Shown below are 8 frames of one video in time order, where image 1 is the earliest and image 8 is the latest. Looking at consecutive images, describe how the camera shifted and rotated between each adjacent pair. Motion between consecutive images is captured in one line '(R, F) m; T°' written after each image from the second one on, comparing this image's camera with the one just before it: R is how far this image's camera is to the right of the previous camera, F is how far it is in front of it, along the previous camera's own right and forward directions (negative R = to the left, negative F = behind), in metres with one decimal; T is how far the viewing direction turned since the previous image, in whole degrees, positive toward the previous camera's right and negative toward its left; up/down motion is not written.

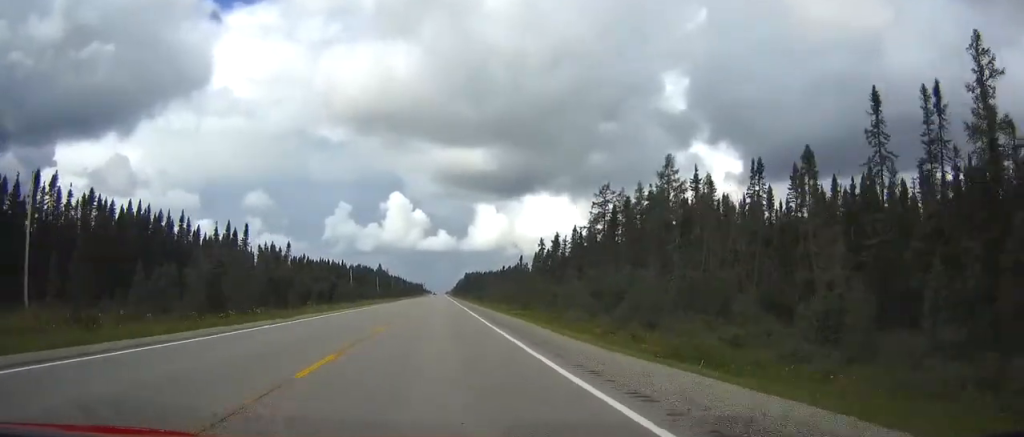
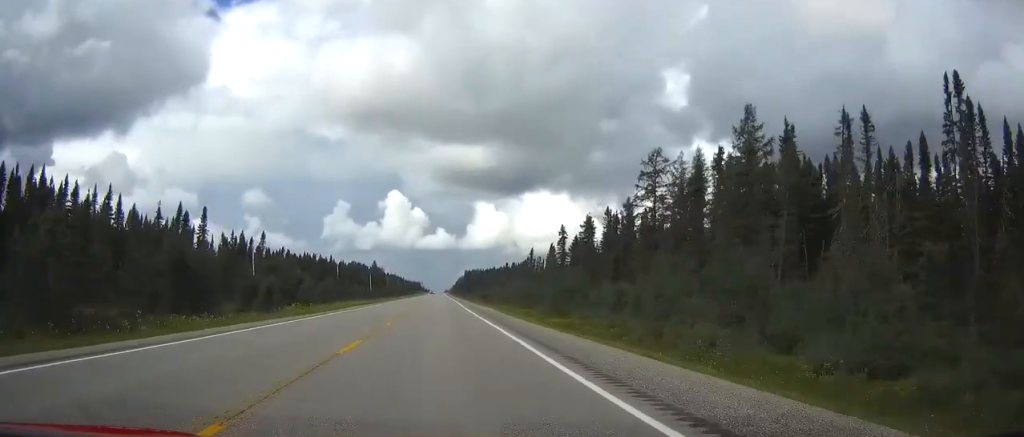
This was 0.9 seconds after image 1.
(-0.1, +25.8) m; 0°
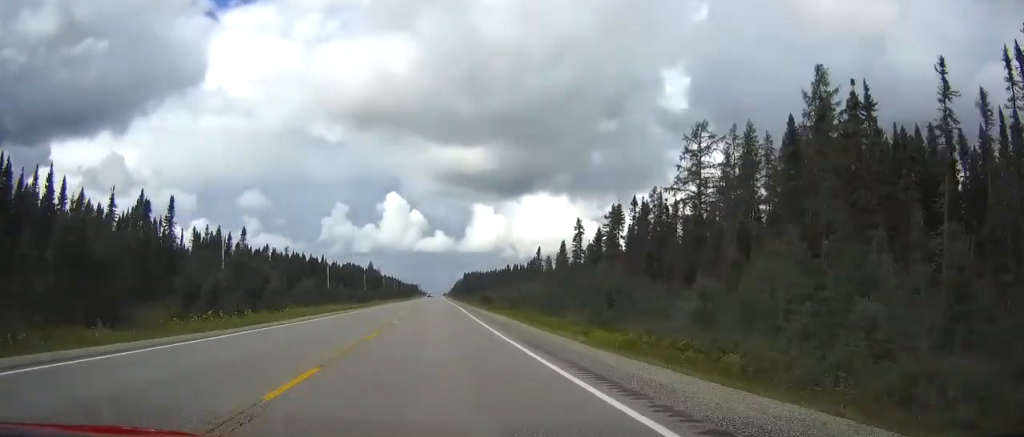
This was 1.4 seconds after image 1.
(0.0, +14.9) m; 0°
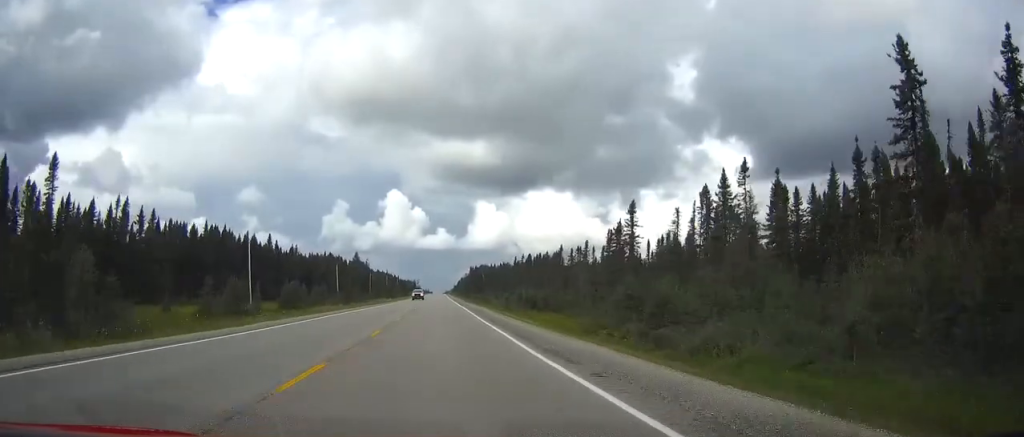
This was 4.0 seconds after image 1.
(+0.6, +77.3) m; +1°
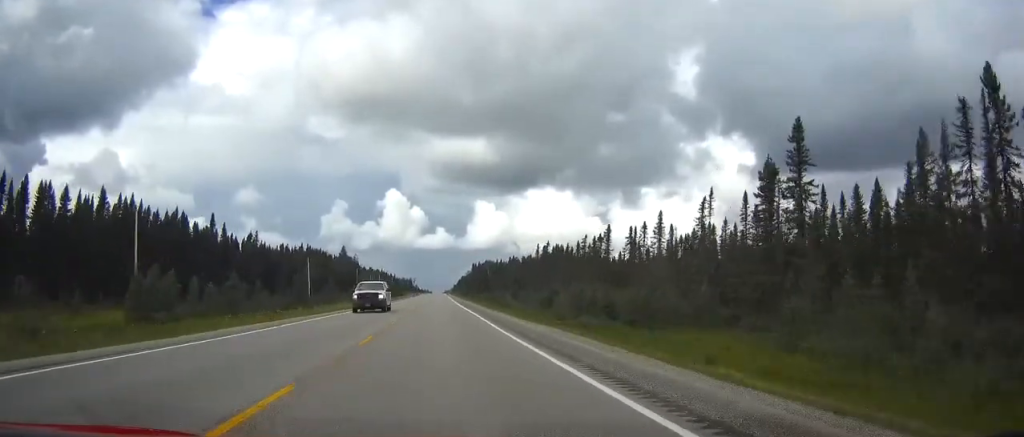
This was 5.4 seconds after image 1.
(0.0, +41.6) m; 0°
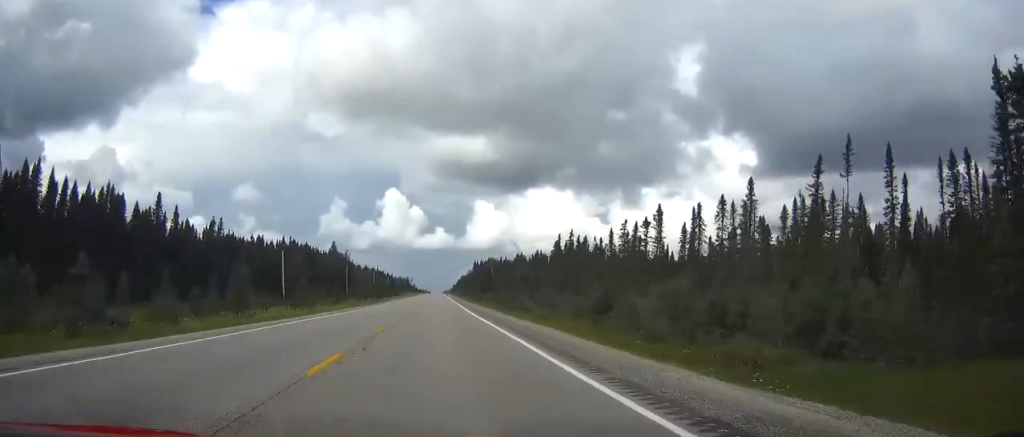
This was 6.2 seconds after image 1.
(0.0, +24.7) m; 0°
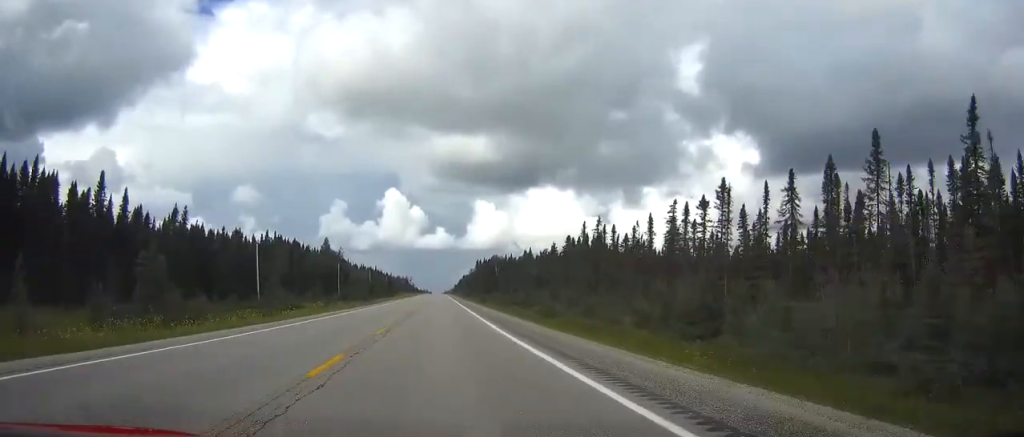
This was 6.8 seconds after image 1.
(0.0, +18.8) m; 0°
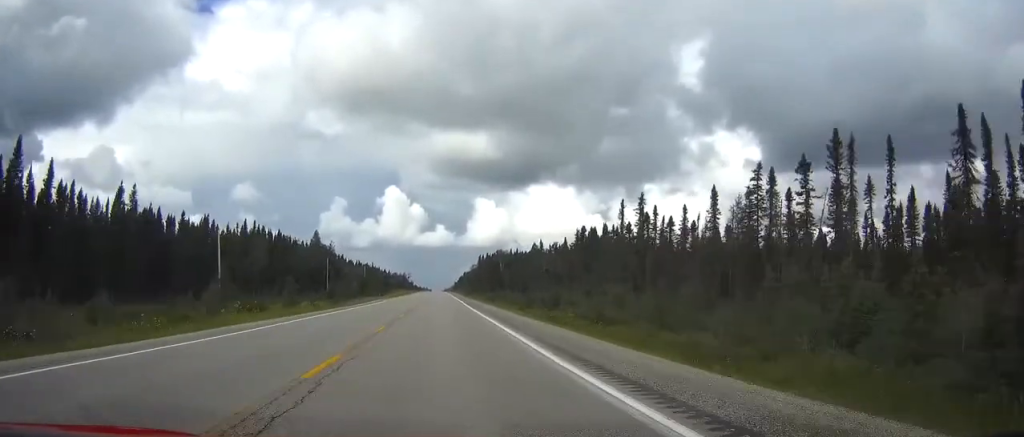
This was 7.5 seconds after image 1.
(-0.1, +19.7) m; 0°
